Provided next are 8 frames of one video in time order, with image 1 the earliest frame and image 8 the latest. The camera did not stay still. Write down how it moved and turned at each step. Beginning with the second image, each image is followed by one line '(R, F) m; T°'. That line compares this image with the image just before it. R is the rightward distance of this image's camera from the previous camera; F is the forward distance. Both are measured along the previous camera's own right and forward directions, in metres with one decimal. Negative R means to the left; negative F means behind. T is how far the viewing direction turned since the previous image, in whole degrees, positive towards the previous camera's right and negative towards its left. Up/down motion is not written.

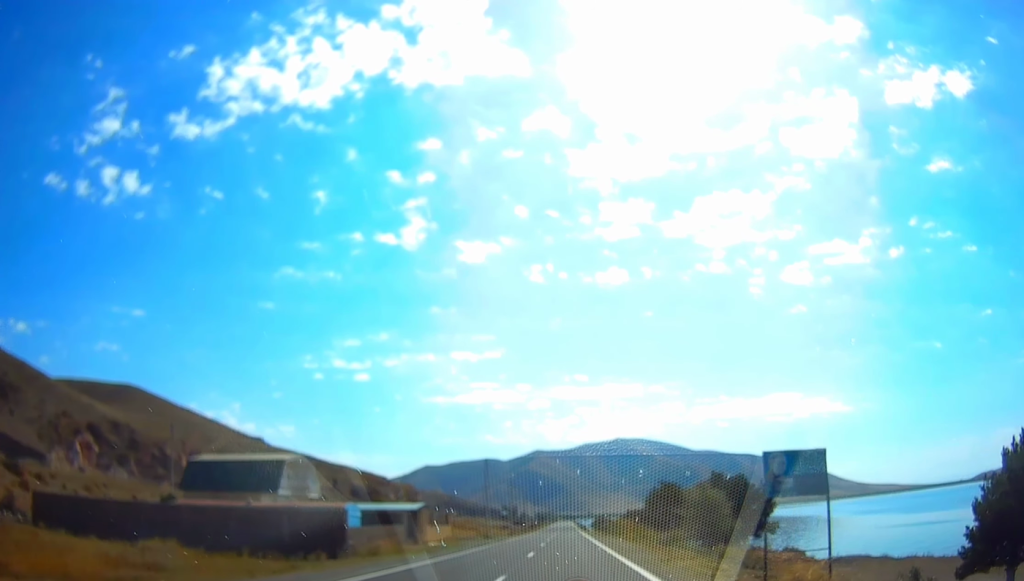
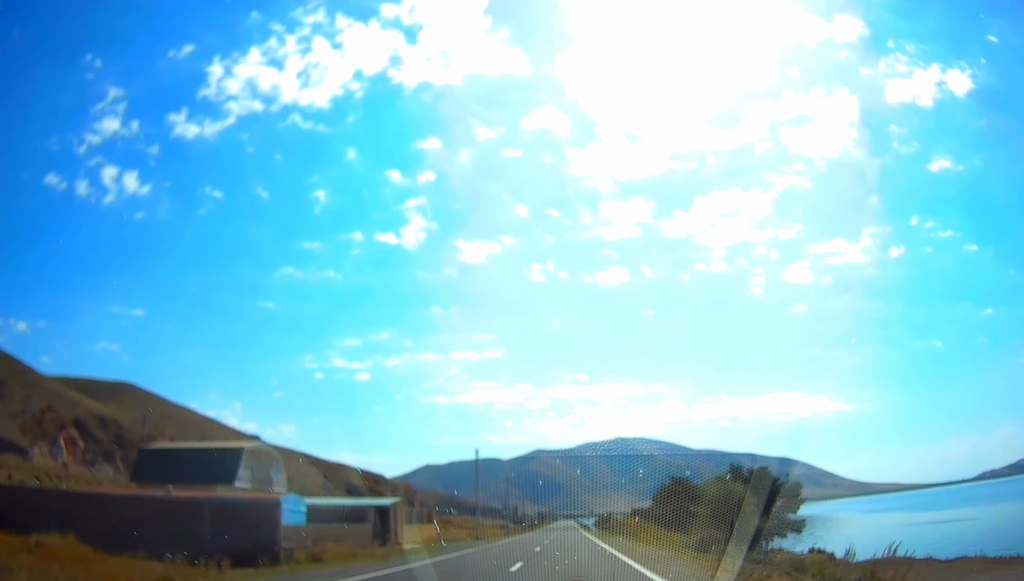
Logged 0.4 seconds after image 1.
(-0.1, +8.0) m; +1°
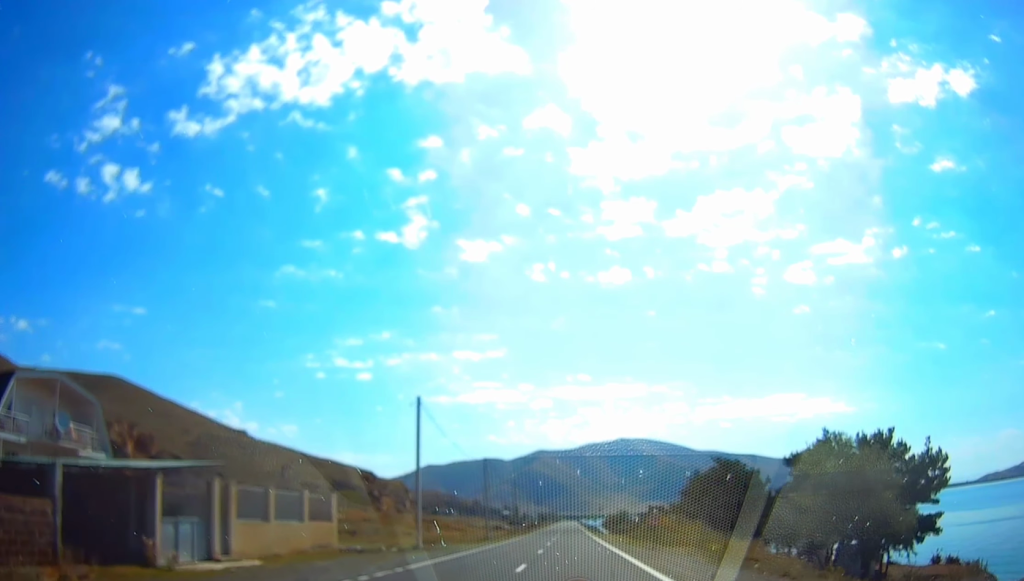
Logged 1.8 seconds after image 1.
(+0.6, +25.0) m; +1°
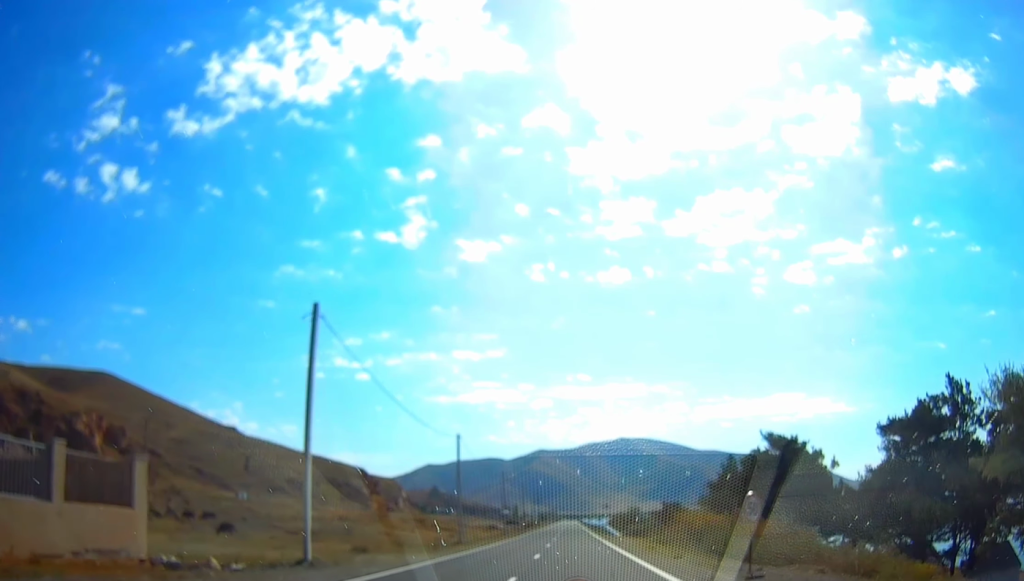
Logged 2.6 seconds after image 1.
(0.0, +15.9) m; -1°
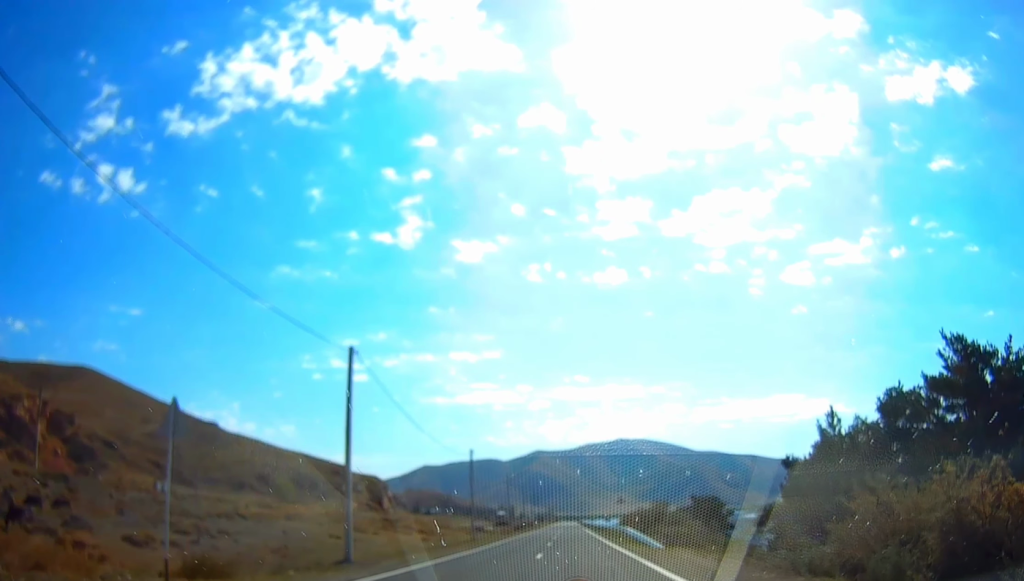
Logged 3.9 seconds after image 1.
(-0.1, +25.0) m; 0°
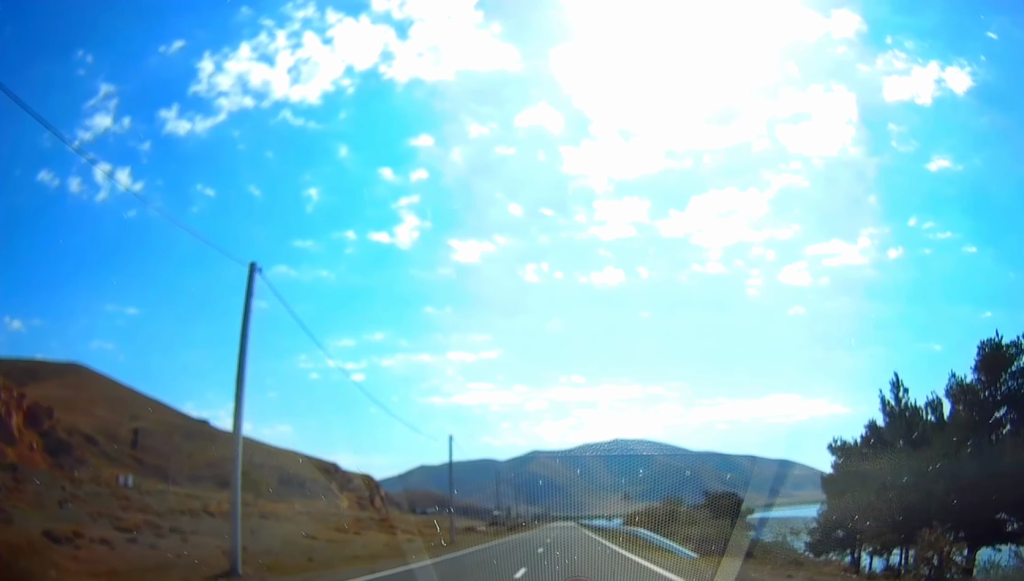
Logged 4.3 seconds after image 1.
(0.0, +8.4) m; 0°
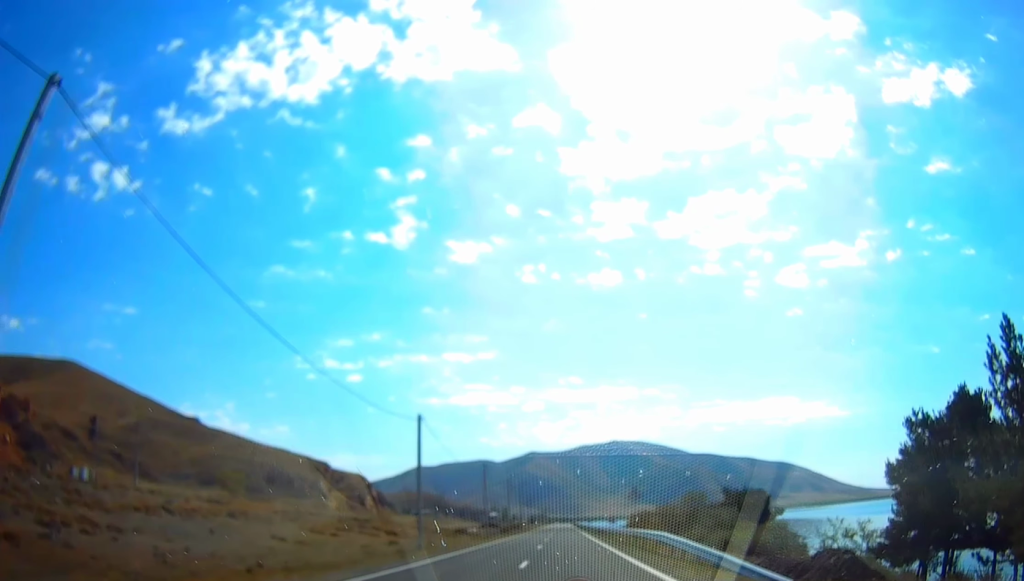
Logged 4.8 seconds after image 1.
(0.0, +8.4) m; 0°
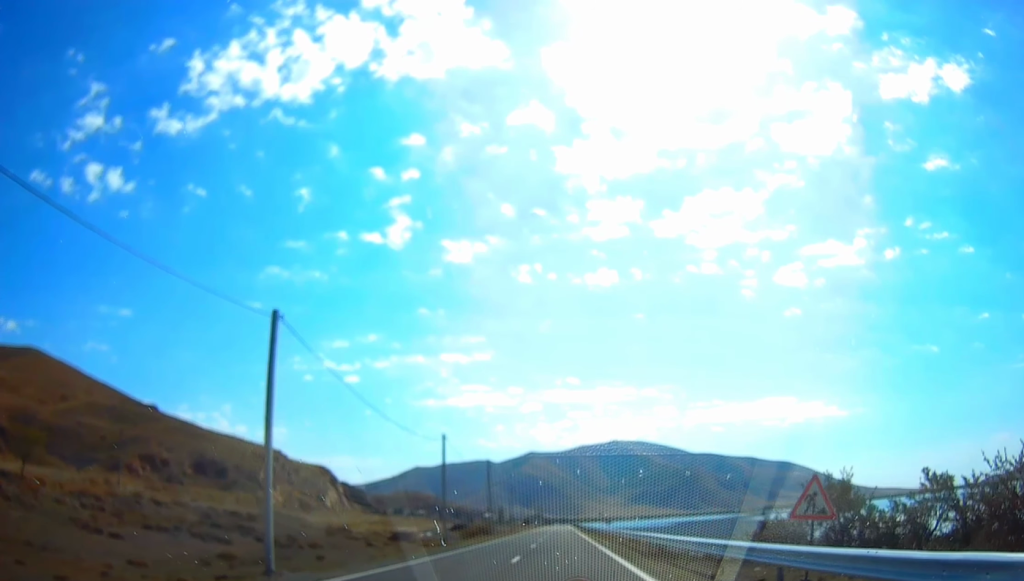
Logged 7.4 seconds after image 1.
(+0.4, +50.3) m; +1°
